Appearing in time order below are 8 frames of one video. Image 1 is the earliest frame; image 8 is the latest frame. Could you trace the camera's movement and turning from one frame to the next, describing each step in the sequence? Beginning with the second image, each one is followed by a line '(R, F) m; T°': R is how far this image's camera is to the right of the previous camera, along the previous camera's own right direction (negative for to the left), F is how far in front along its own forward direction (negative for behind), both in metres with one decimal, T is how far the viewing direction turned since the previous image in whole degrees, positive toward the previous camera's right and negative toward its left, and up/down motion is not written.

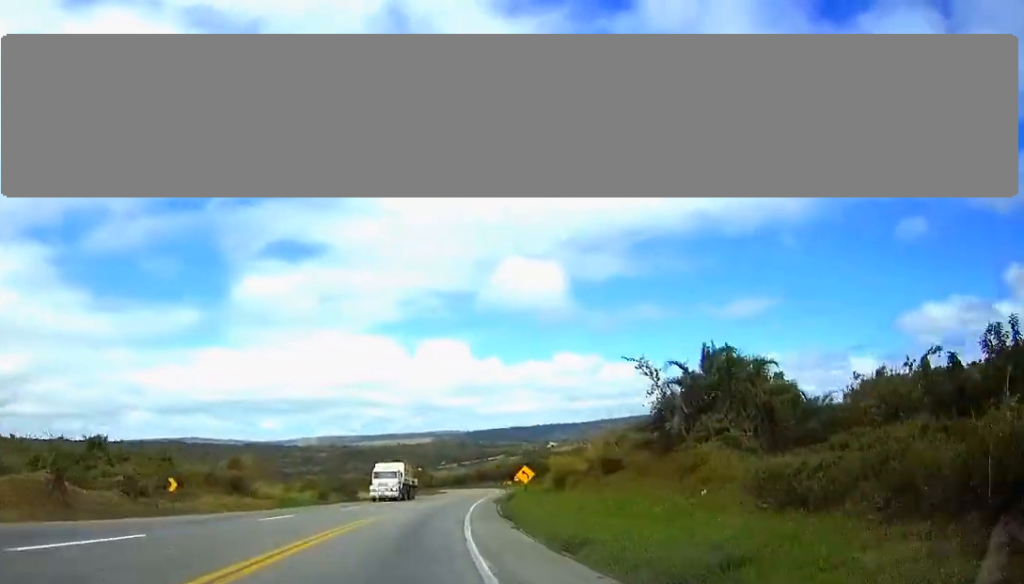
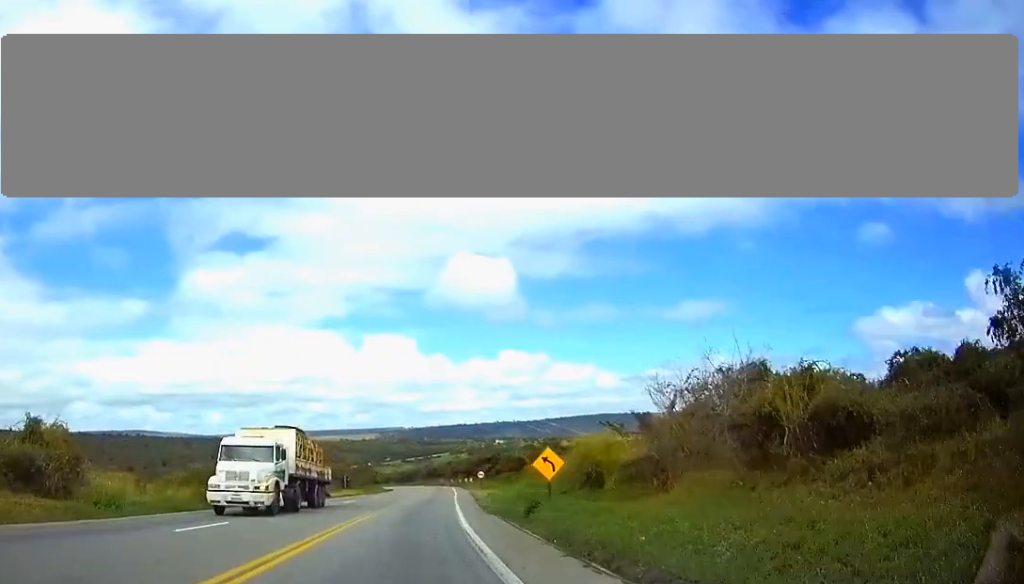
(+0.9, +25.3) m; +4°
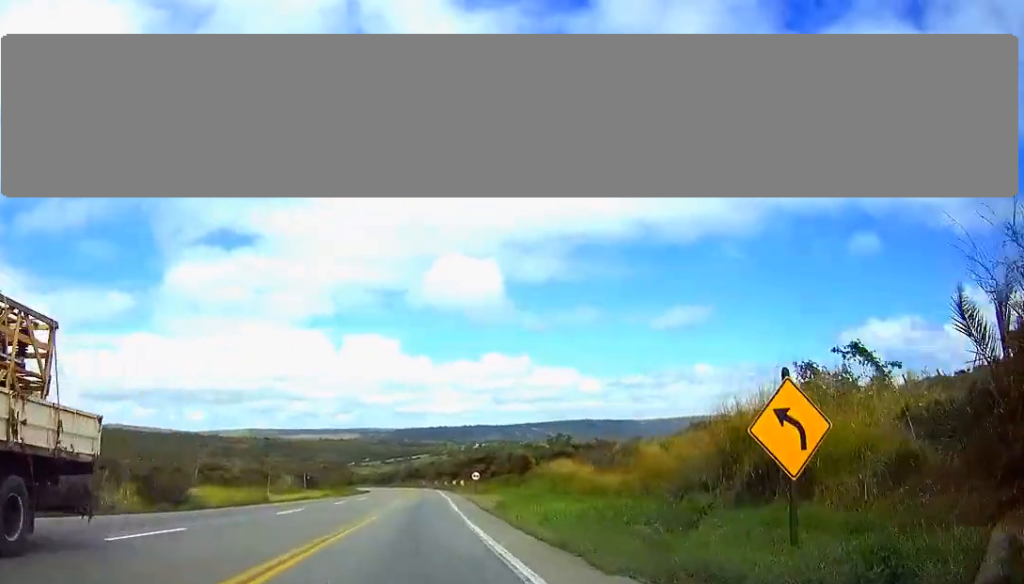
(+0.9, +21.0) m; +2°
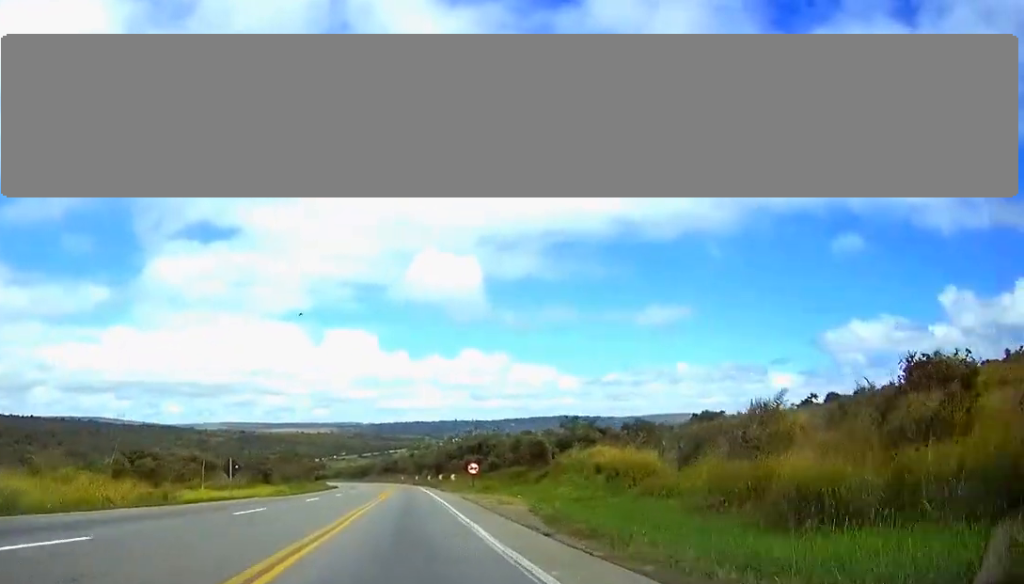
(+0.3, +22.8) m; +1°
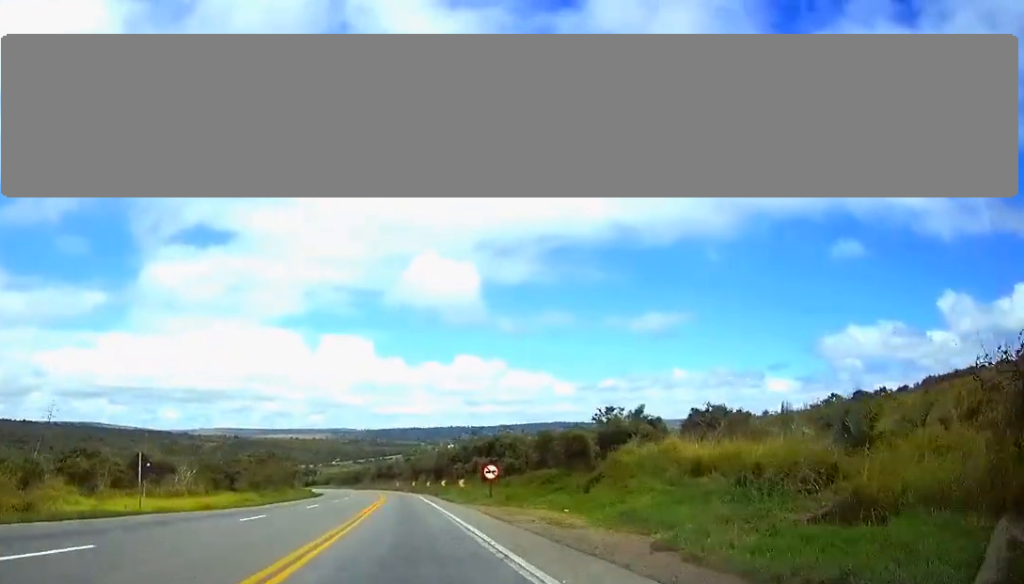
(0.0, +16.7) m; 0°
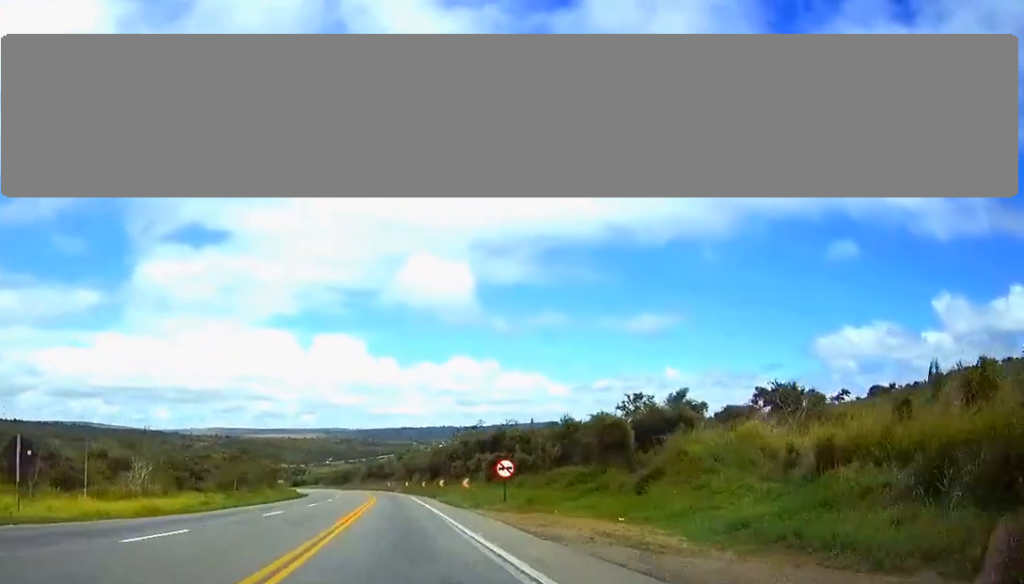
(0.0, +10.6) m; 0°
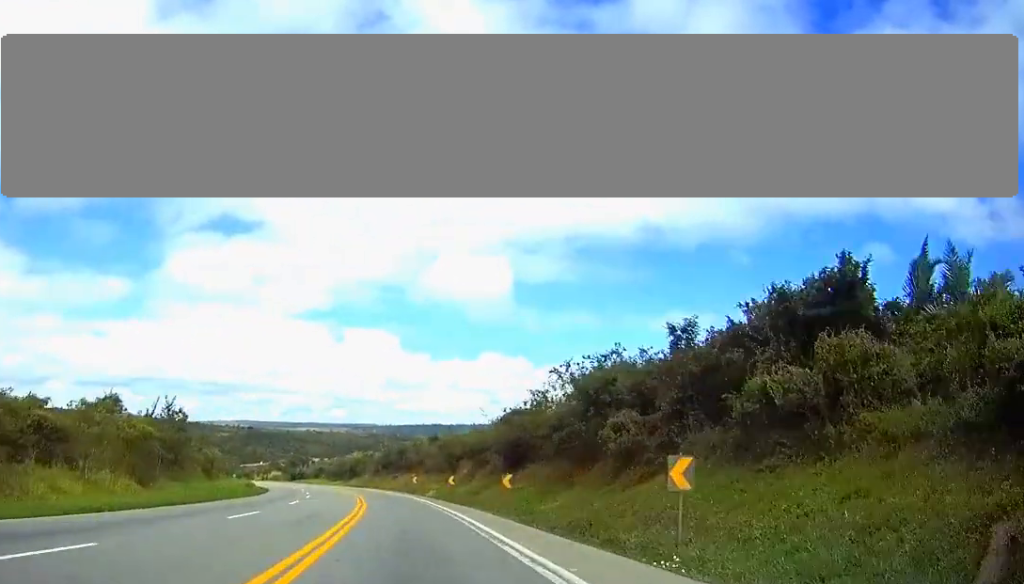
(+0.5, +58.4) m; 0°
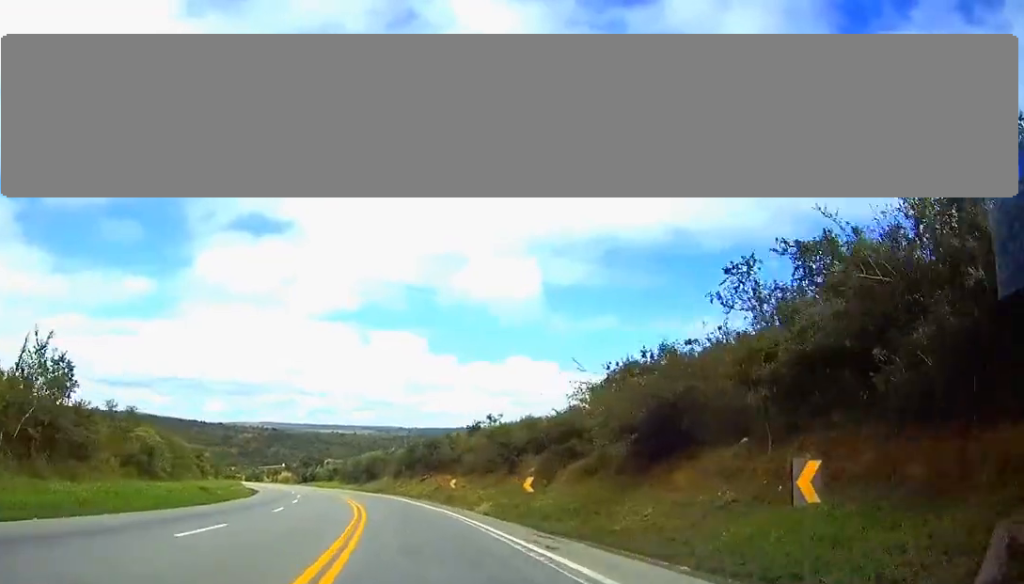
(-0.3, +23.9) m; -2°
